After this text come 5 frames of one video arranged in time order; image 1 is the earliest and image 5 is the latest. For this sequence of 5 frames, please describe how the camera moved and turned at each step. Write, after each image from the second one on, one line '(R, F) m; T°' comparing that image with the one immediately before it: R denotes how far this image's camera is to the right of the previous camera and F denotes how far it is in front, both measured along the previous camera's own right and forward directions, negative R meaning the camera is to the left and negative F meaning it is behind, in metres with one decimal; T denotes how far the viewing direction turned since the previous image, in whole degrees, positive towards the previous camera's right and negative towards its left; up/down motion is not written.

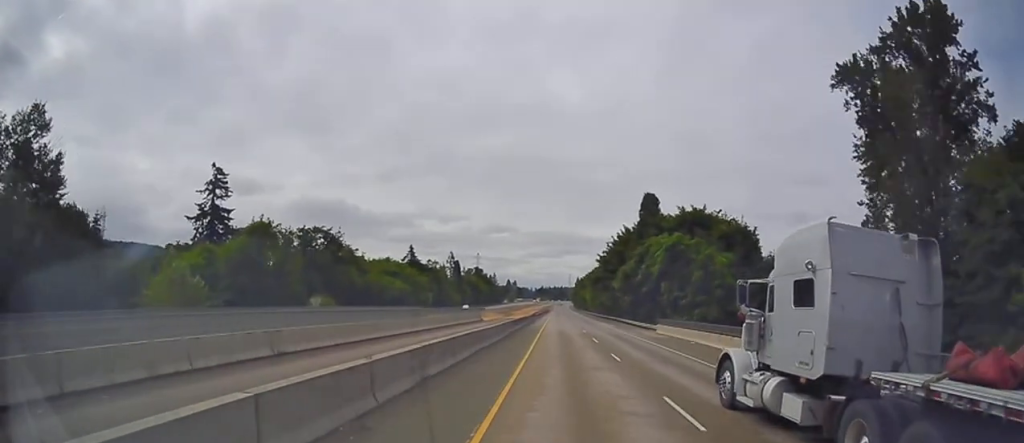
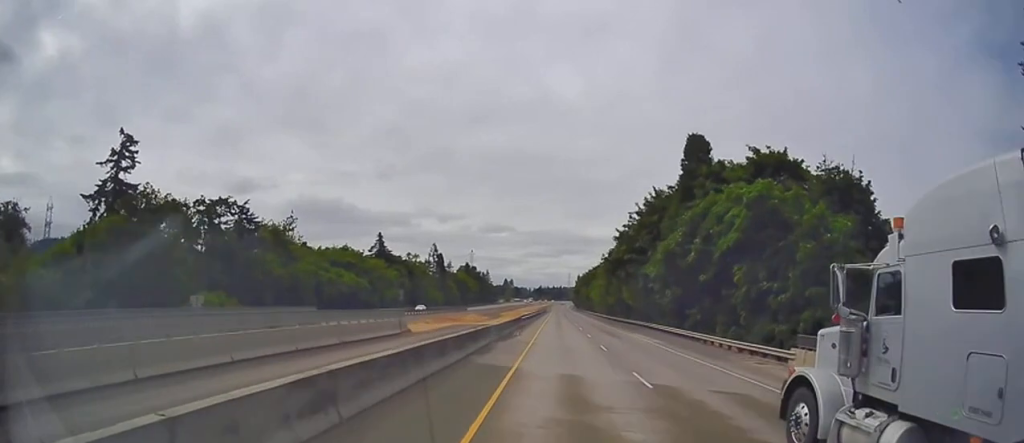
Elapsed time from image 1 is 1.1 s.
(0.0, +32.6) m; 0°
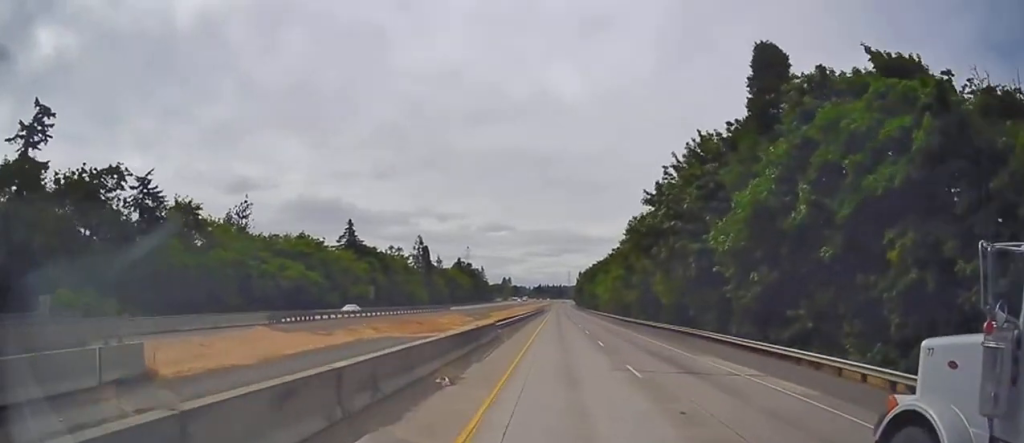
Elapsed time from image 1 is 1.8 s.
(0.0, +22.5) m; -1°
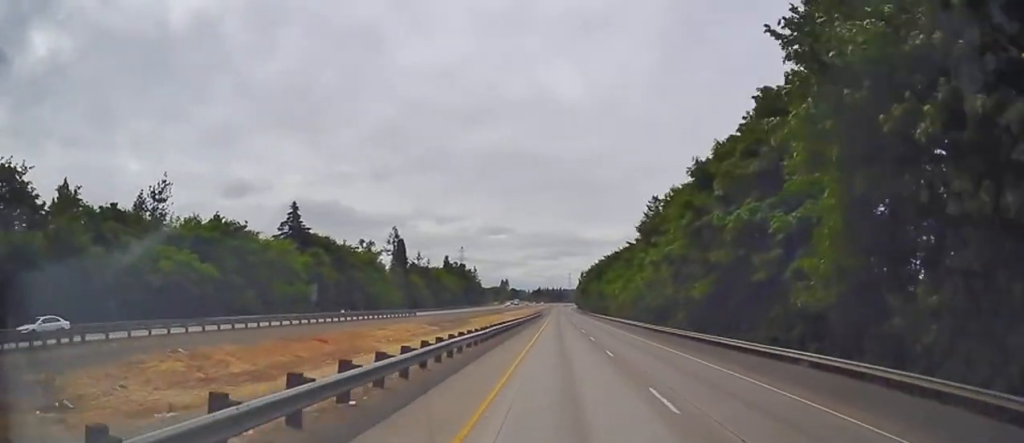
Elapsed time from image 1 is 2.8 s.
(-0.5, +29.5) m; 0°
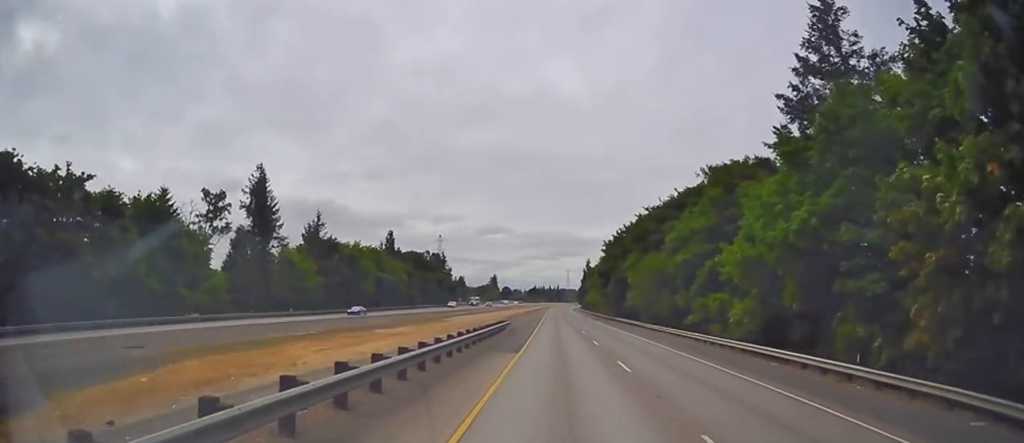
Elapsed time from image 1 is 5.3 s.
(+2.1, +76.1) m; +2°
